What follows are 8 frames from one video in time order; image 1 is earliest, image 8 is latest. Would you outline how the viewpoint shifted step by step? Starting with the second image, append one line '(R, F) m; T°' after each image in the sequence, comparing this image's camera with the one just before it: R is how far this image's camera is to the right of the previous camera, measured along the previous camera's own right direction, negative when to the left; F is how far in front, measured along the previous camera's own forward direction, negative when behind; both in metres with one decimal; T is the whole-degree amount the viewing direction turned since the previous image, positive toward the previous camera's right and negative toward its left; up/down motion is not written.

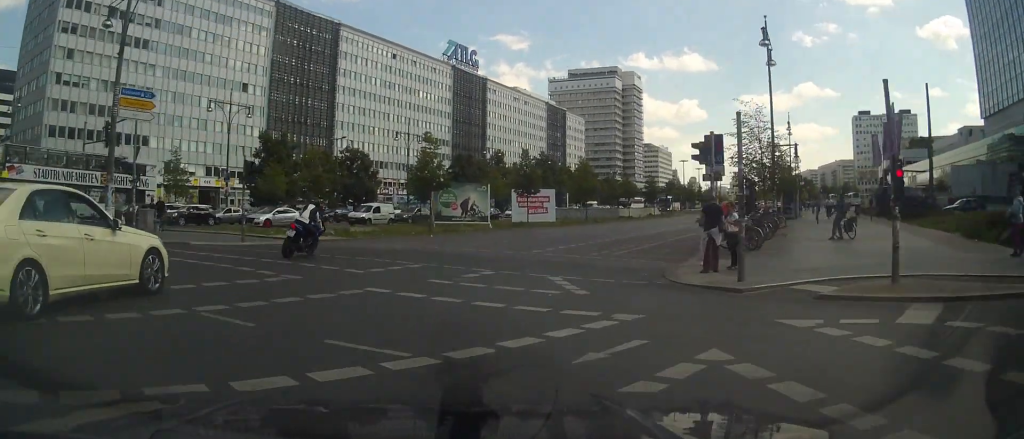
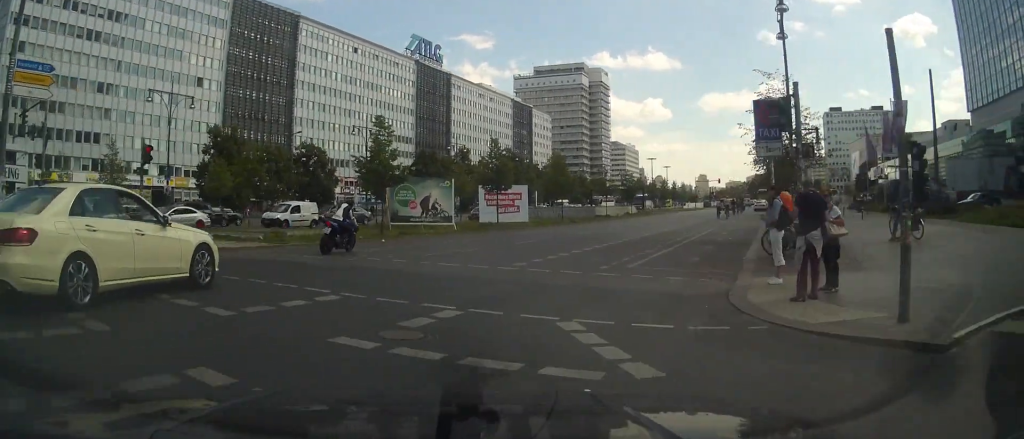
(0.0, +5.7) m; +2°
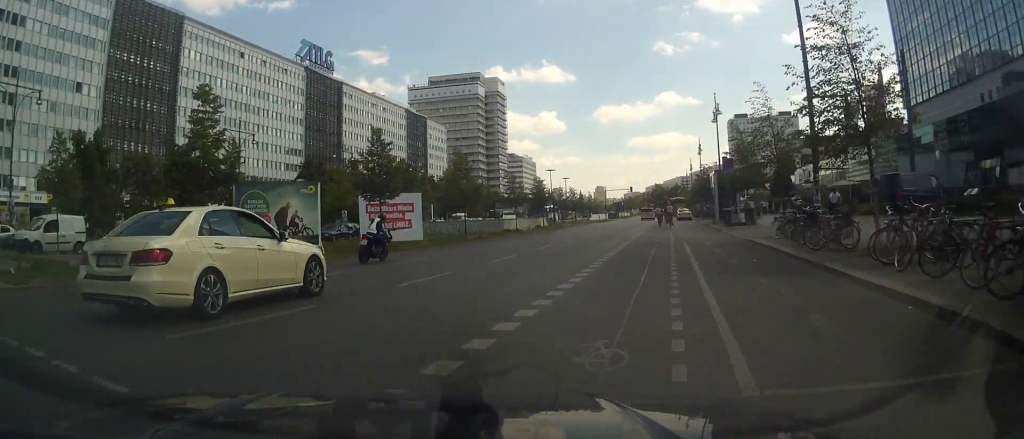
(+0.6, +9.9) m; +9°
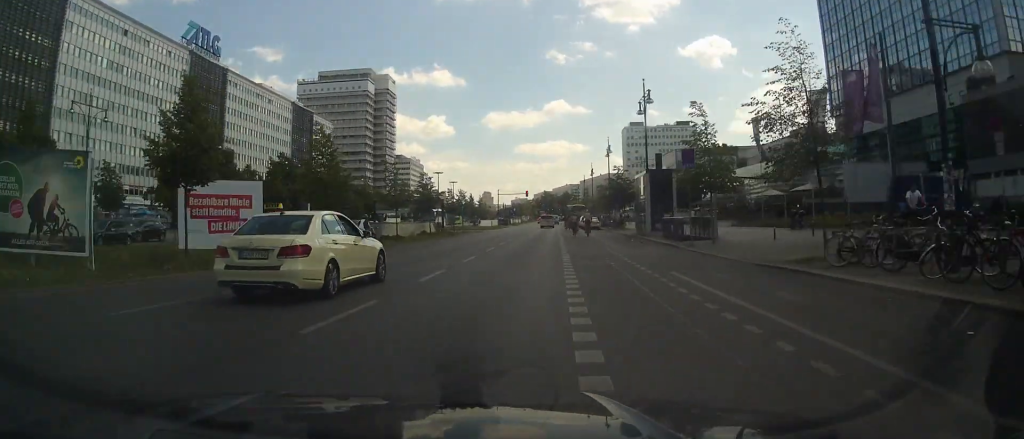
(+0.9, +9.9) m; +9°
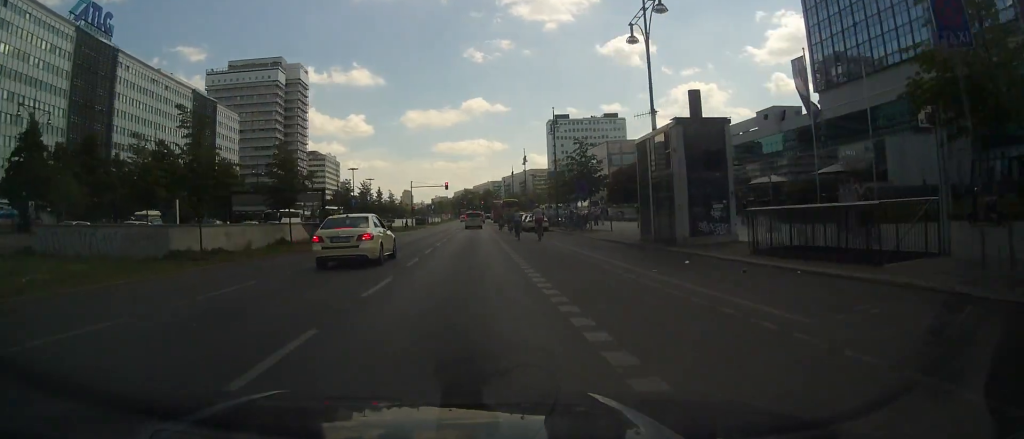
(+2.0, +19.0) m; +8°
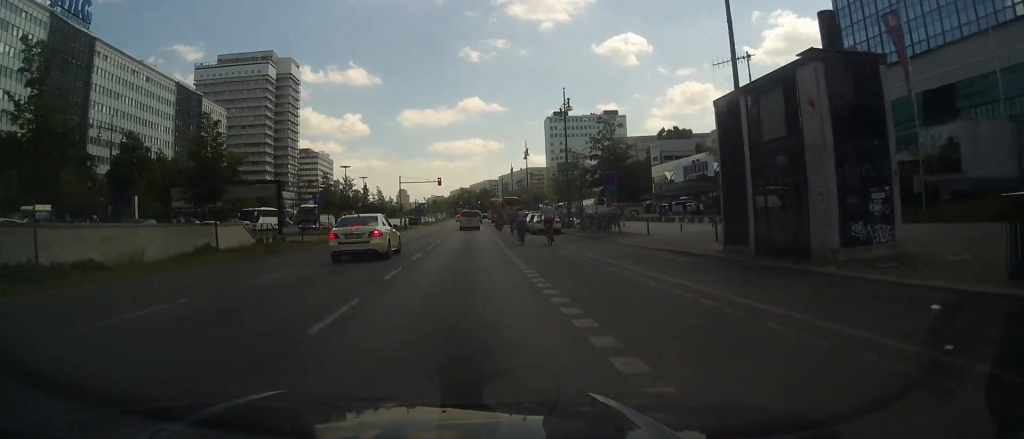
(-0.3, +8.9) m; +1°
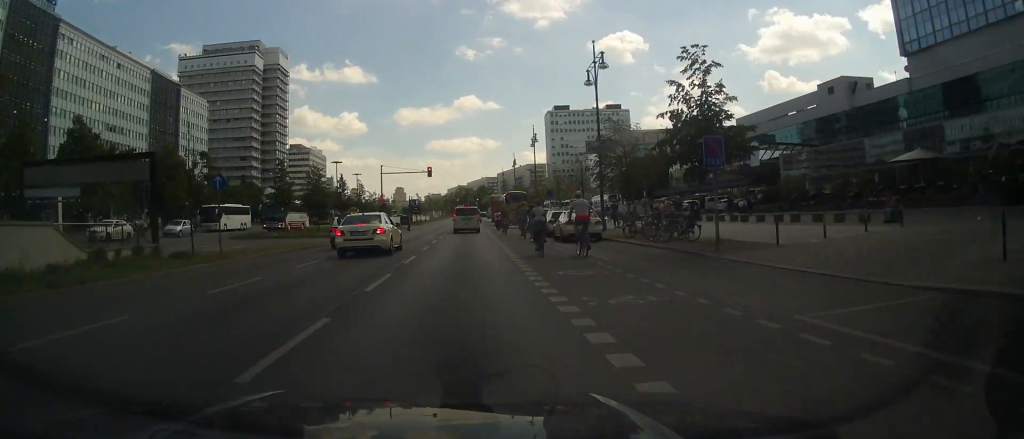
(+0.6, +13.8) m; +1°
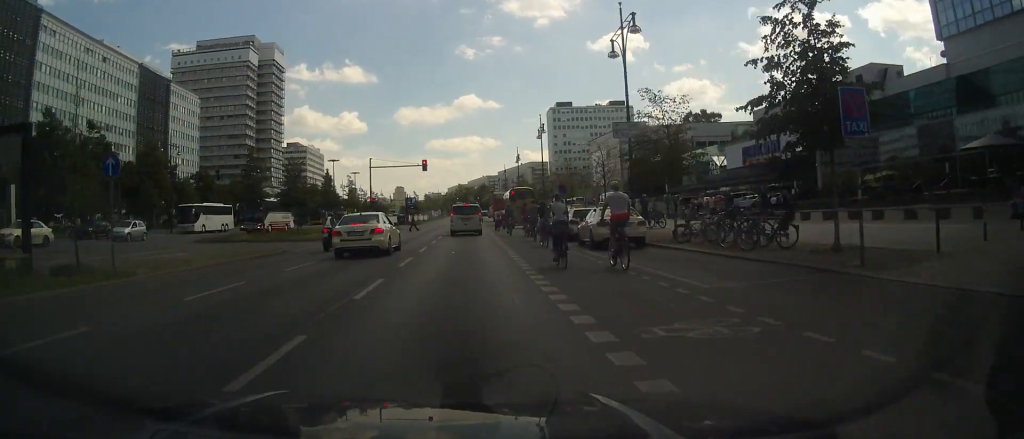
(-0.1, +7.1) m; -1°
